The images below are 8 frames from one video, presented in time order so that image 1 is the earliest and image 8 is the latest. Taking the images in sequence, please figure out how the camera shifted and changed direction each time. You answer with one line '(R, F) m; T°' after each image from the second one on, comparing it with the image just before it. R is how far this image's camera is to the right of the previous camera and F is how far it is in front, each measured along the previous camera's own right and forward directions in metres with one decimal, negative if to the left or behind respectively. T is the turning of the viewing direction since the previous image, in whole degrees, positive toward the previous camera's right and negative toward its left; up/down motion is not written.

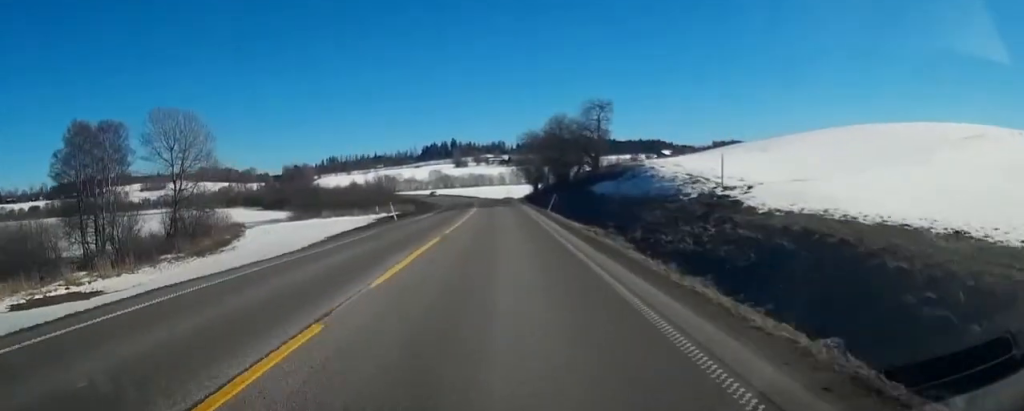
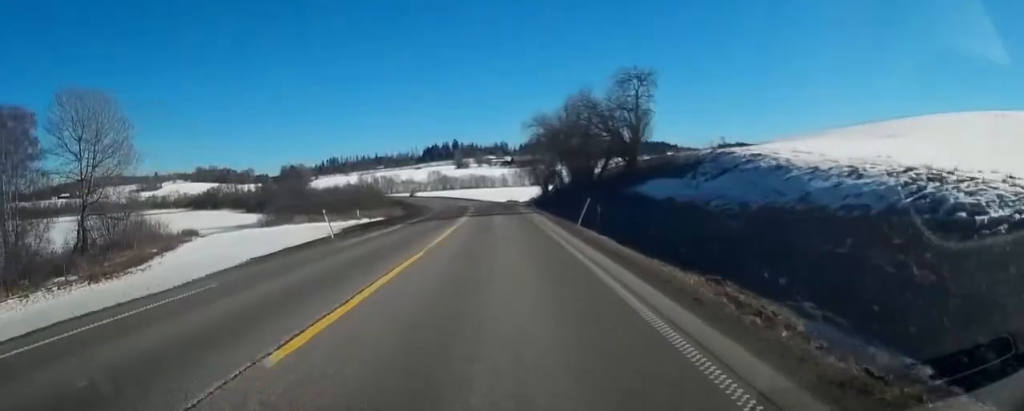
(0.0, +15.8) m; -1°
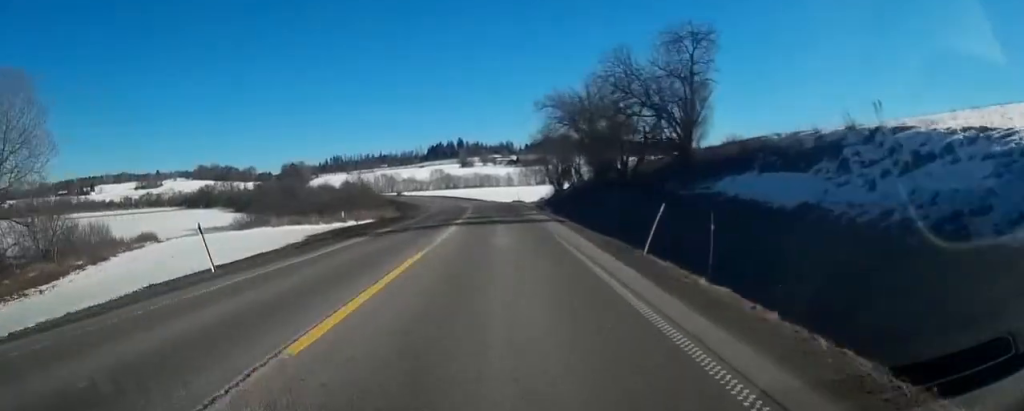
(-0.2, +11.5) m; 0°
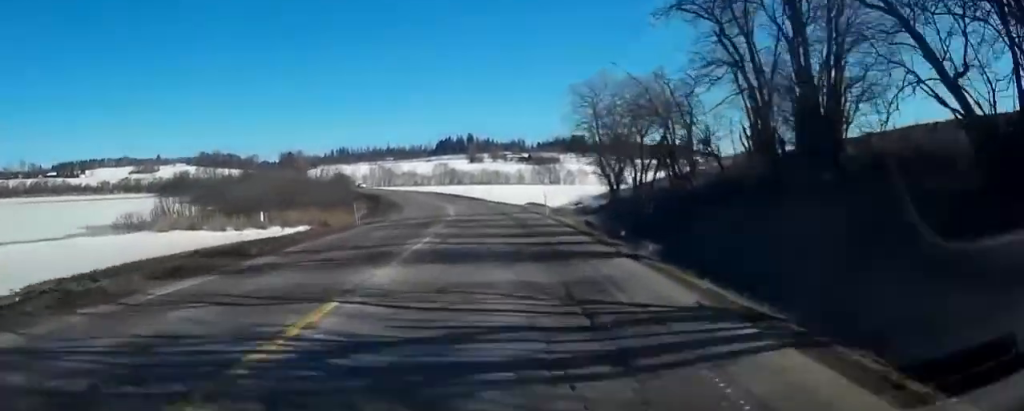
(+0.1, +30.4) m; -1°
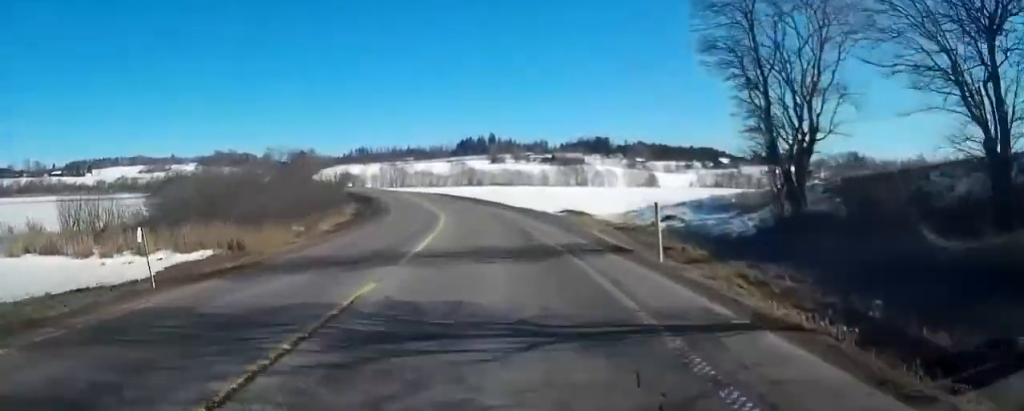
(-0.4, +21.8) m; -2°
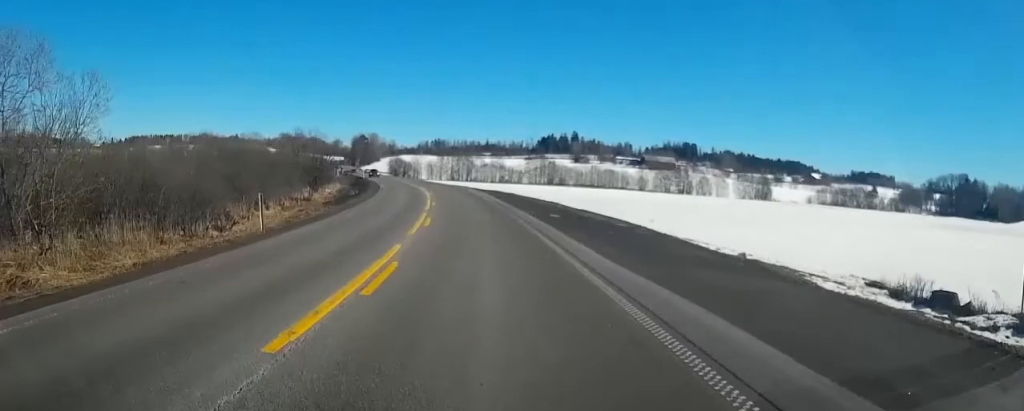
(-2.6, +46.8) m; -7°
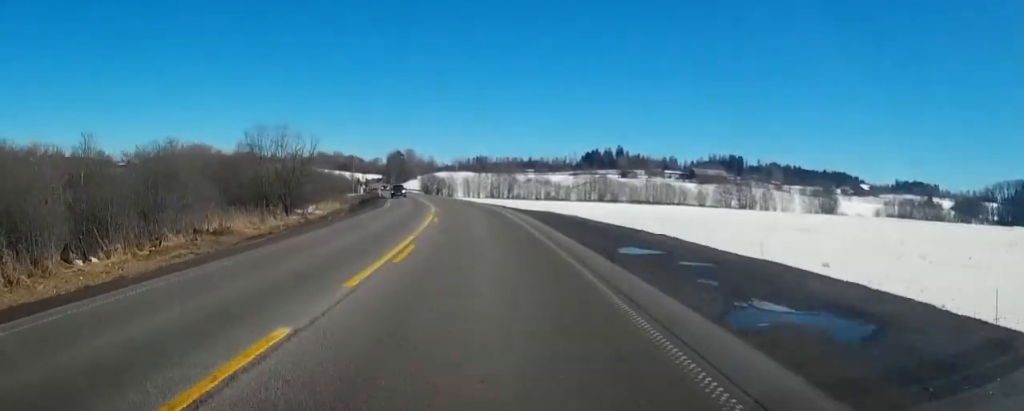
(-0.7, +20.4) m; -4°
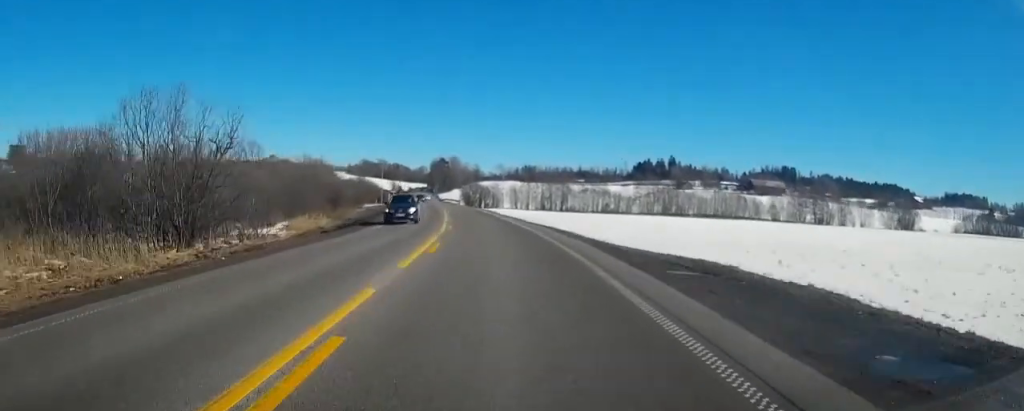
(-0.6, +21.1) m; -4°
